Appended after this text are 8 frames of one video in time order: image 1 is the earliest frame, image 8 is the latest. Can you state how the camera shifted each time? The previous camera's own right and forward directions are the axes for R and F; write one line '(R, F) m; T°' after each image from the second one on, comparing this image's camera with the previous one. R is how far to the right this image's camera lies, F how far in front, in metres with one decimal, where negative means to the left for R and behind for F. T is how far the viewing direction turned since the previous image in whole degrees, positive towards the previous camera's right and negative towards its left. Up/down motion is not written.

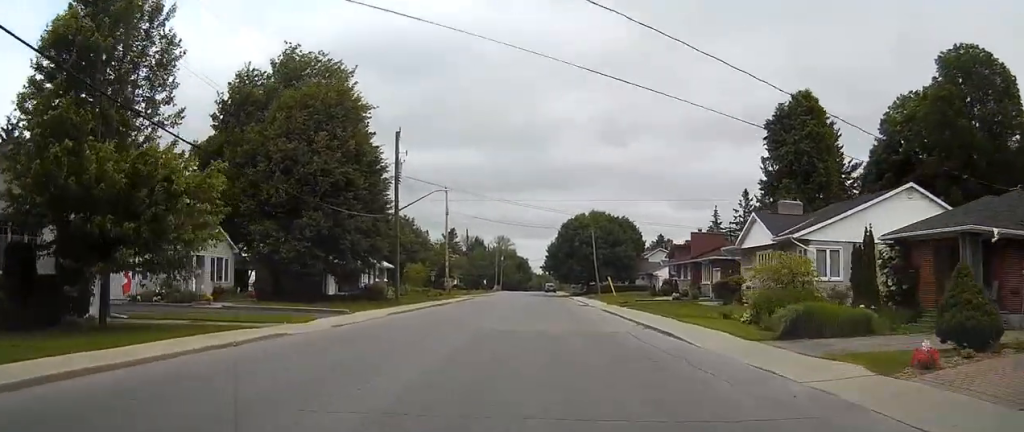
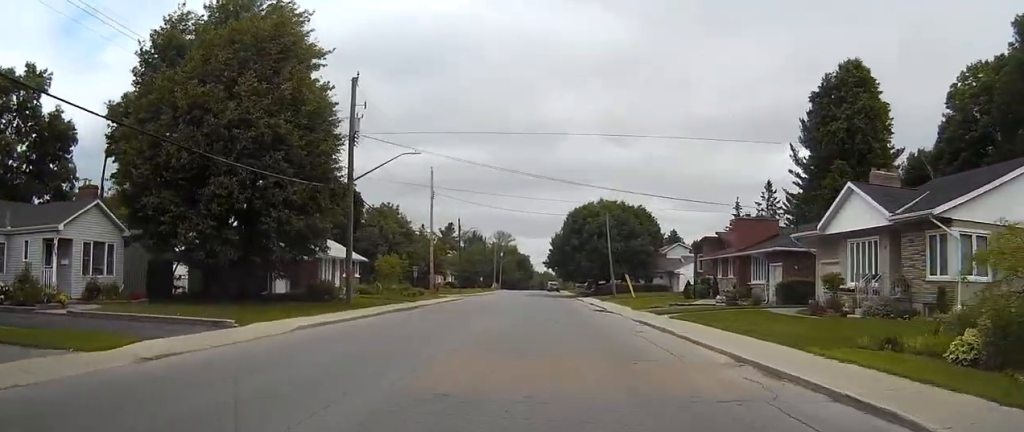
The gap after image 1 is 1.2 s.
(-0.1, +13.7) m; 0°
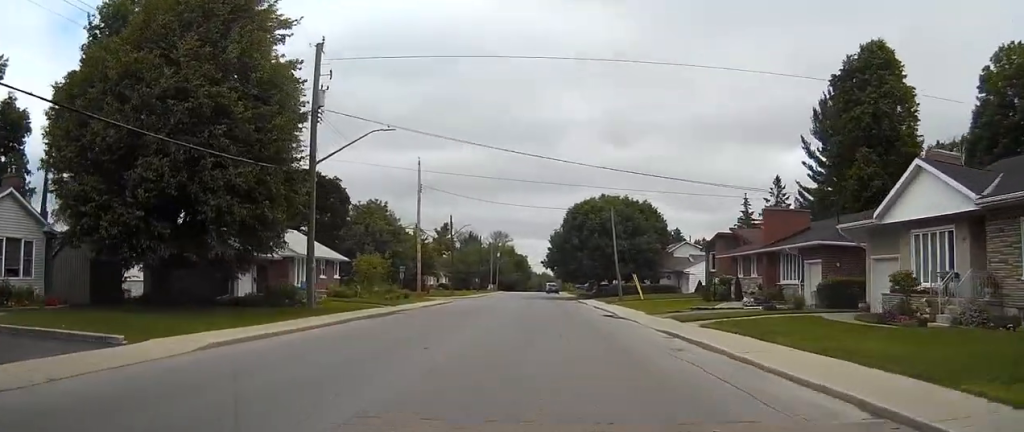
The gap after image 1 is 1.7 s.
(-0.1, +6.3) m; 0°
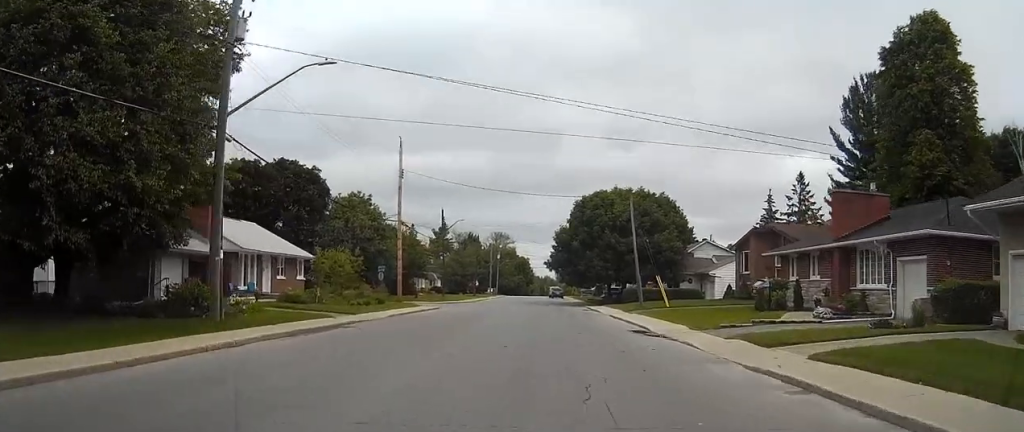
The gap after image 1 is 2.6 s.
(+0.2, +10.3) m; 0°
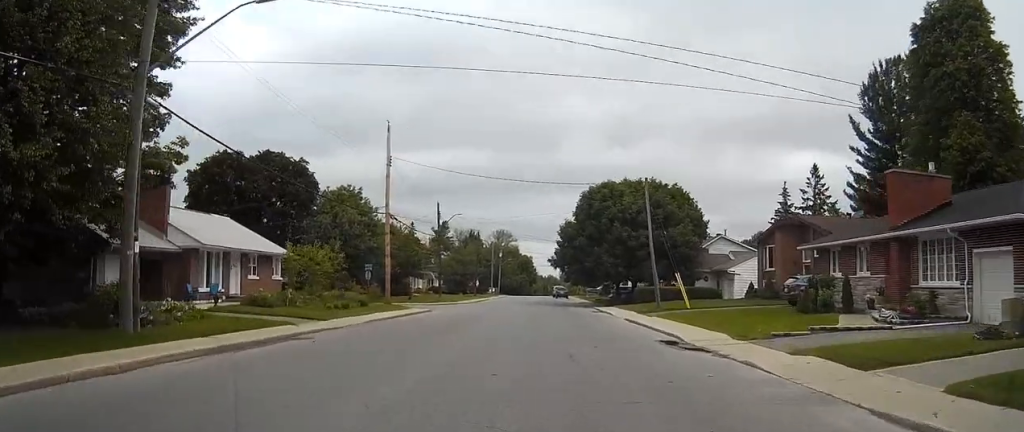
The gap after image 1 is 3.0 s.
(-0.1, +5.5) m; 0°
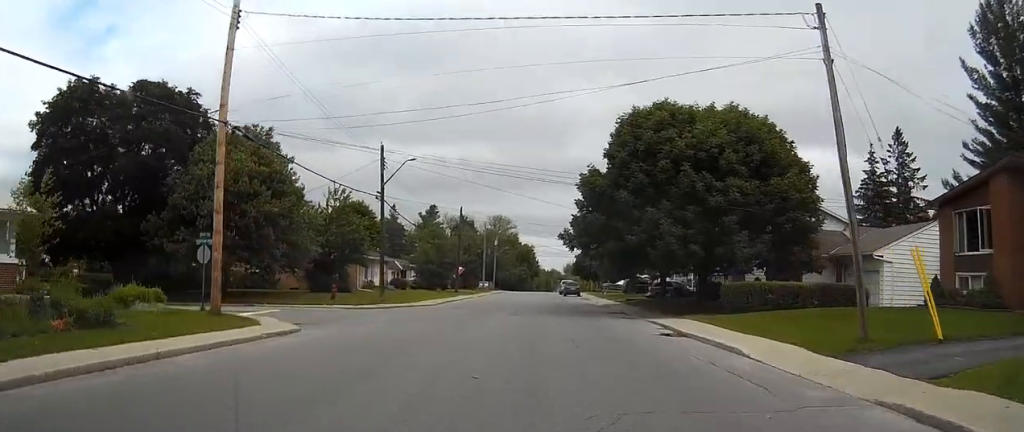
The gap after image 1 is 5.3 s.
(0.0, +26.9) m; 0°
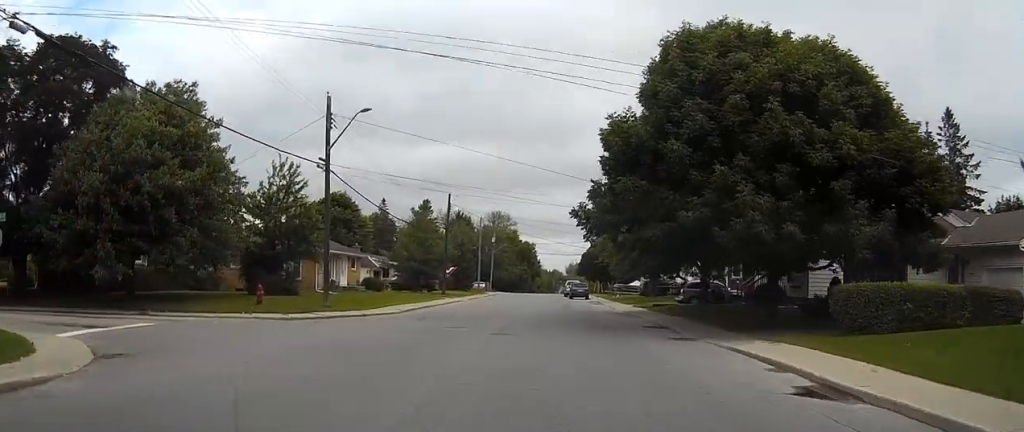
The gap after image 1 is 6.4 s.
(-0.2, +11.9) m; -1°
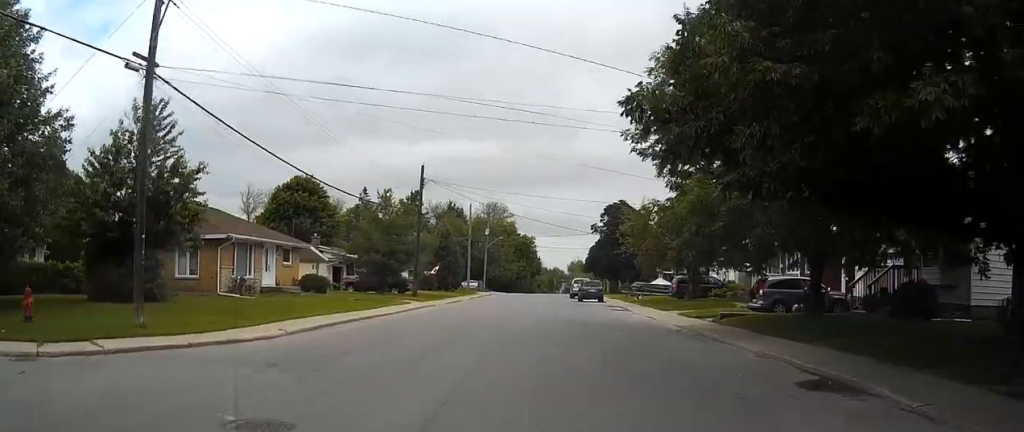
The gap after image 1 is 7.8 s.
(-0.1, +15.8) m; 0°
